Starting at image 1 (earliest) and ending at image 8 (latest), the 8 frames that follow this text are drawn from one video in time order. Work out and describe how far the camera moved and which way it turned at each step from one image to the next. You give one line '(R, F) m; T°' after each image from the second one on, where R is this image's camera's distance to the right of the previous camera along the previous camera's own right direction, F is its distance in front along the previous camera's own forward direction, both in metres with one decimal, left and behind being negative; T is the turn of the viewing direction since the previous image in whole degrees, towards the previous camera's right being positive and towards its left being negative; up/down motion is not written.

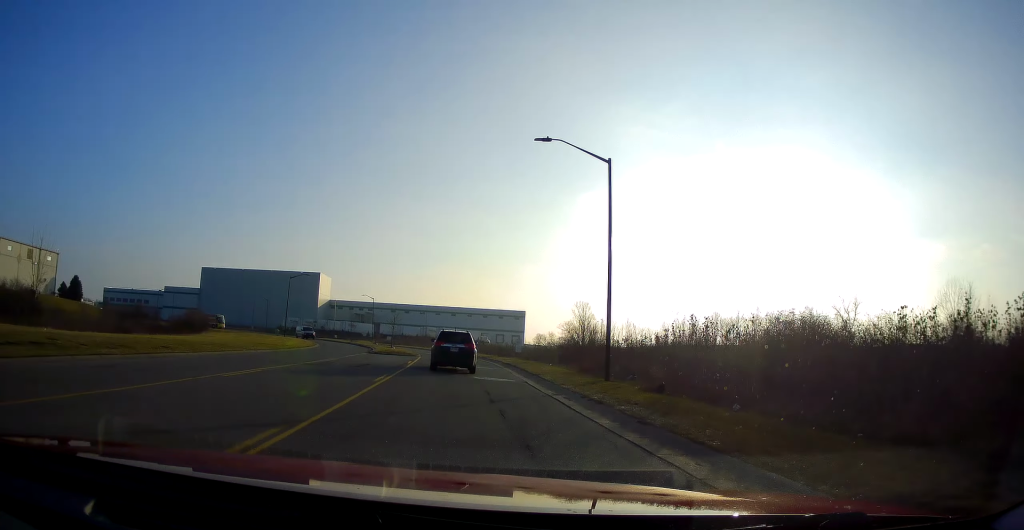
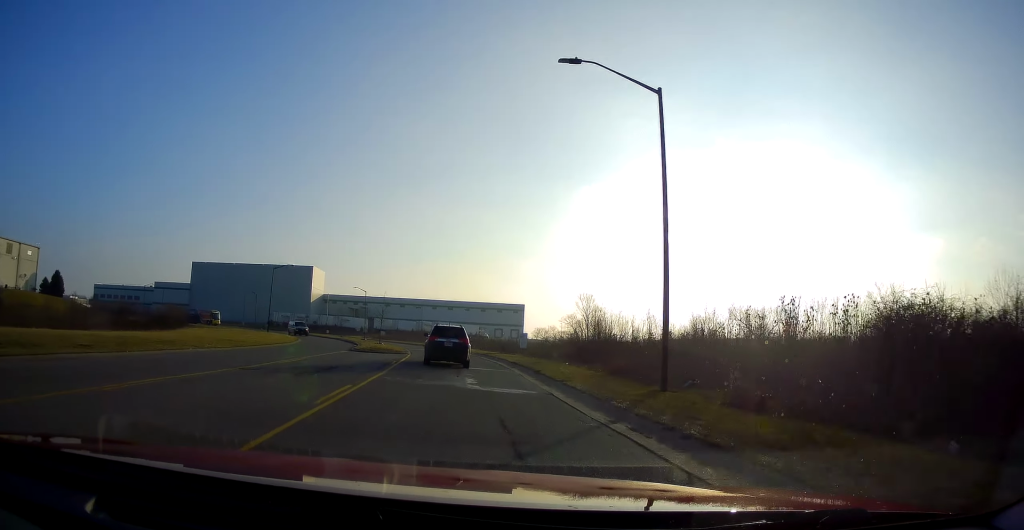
(-0.4, +6.6) m; +1°
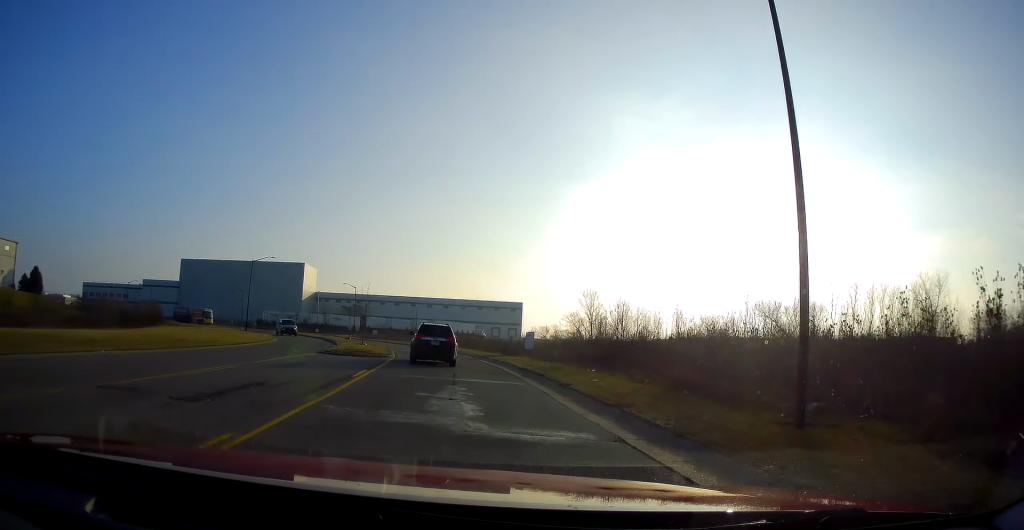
(+0.5, +6.9) m; 0°
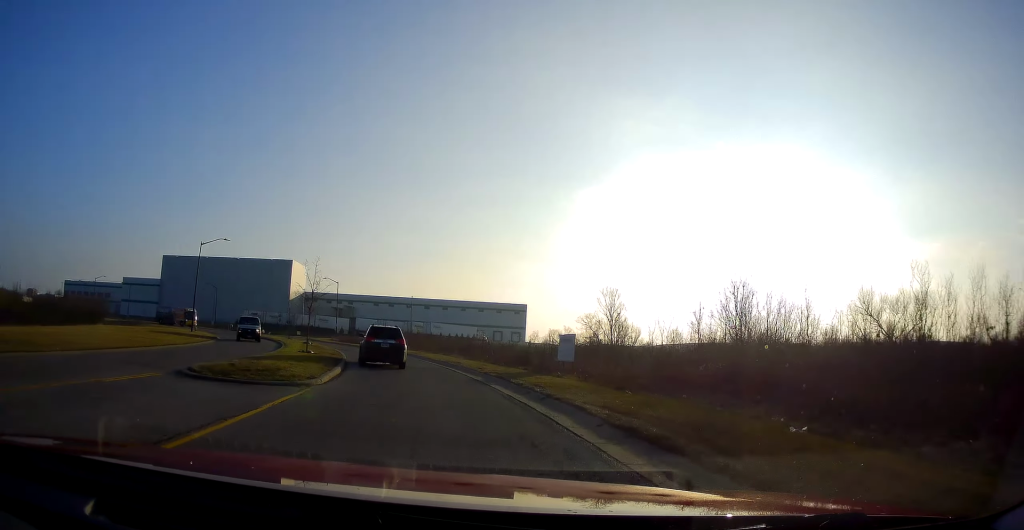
(-0.2, +15.3) m; -2°
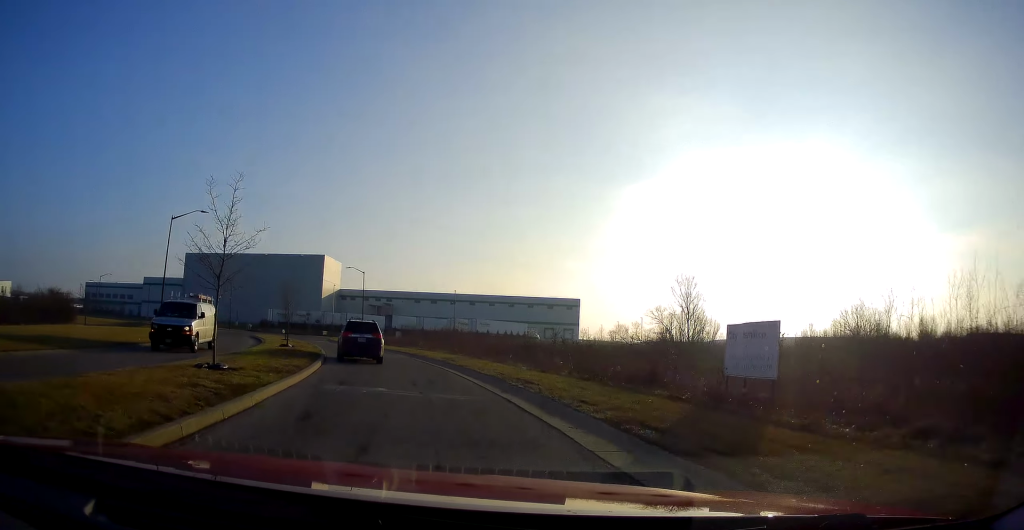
(+0.1, +14.6) m; -3°
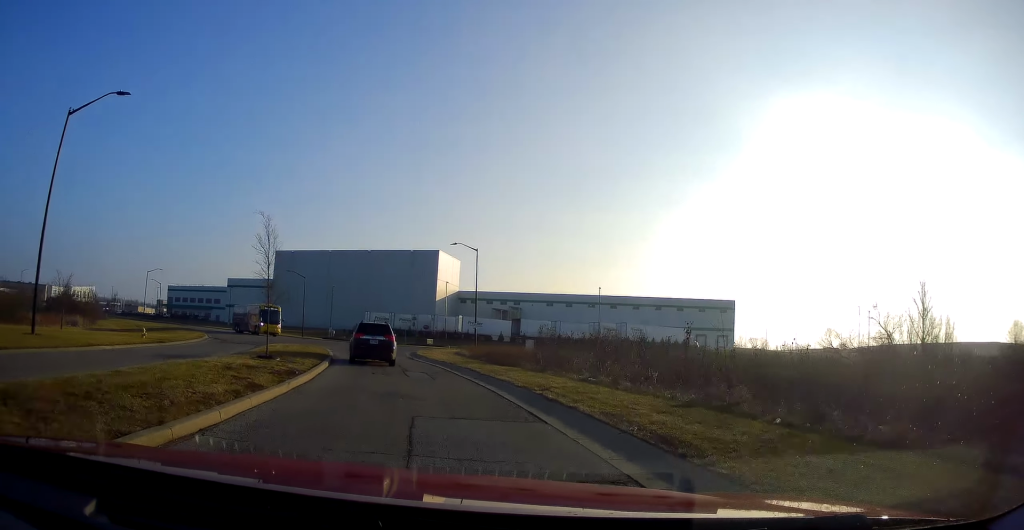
(-3.1, +25.6) m; -11°
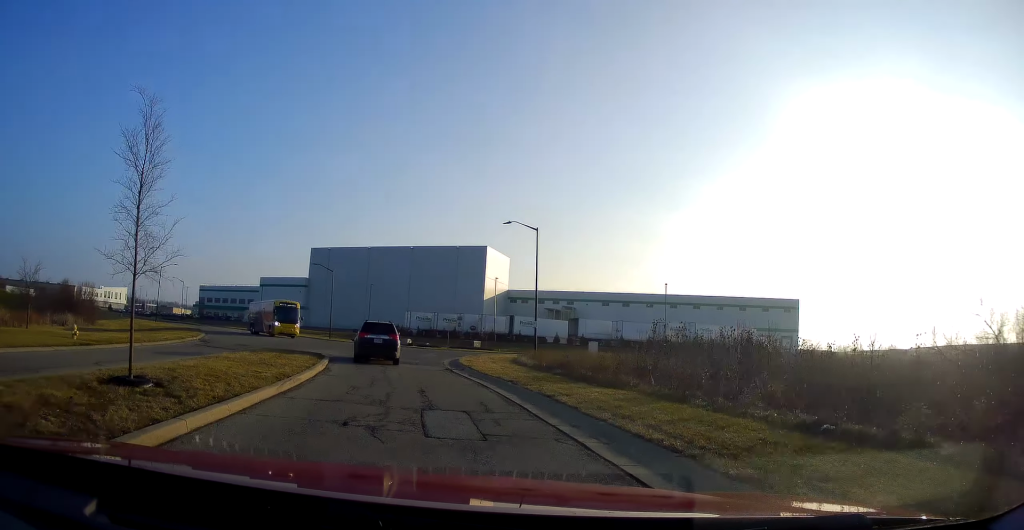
(-0.1, +10.7) m; -4°
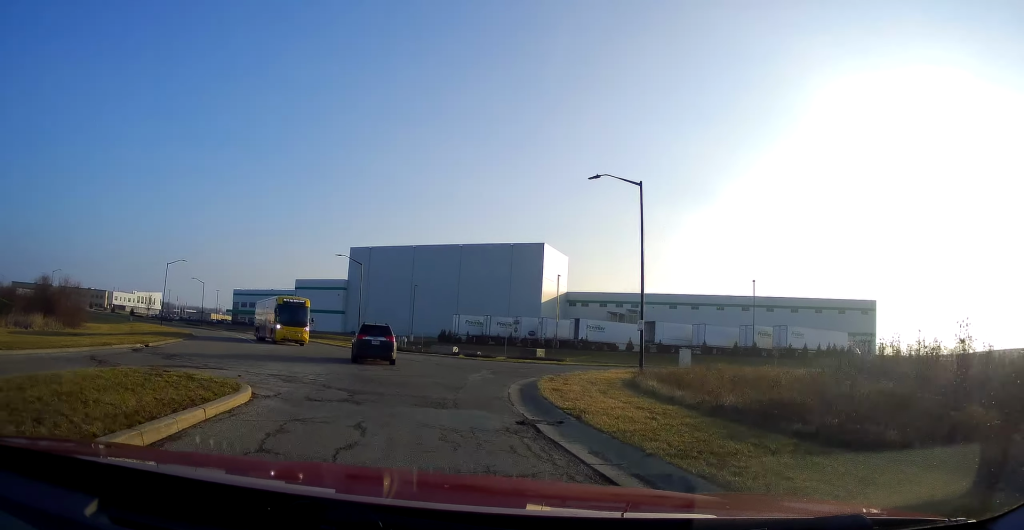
(-1.1, +13.3) m; -6°
